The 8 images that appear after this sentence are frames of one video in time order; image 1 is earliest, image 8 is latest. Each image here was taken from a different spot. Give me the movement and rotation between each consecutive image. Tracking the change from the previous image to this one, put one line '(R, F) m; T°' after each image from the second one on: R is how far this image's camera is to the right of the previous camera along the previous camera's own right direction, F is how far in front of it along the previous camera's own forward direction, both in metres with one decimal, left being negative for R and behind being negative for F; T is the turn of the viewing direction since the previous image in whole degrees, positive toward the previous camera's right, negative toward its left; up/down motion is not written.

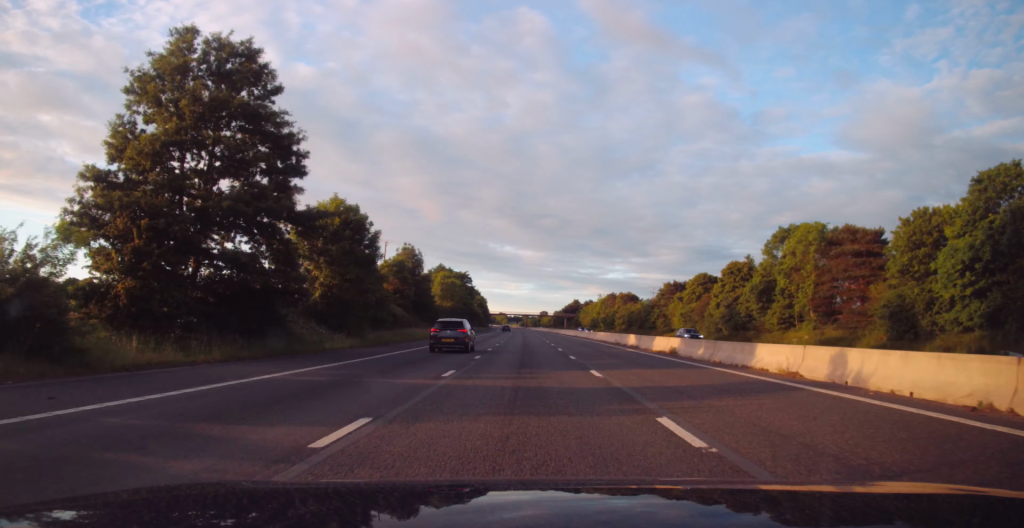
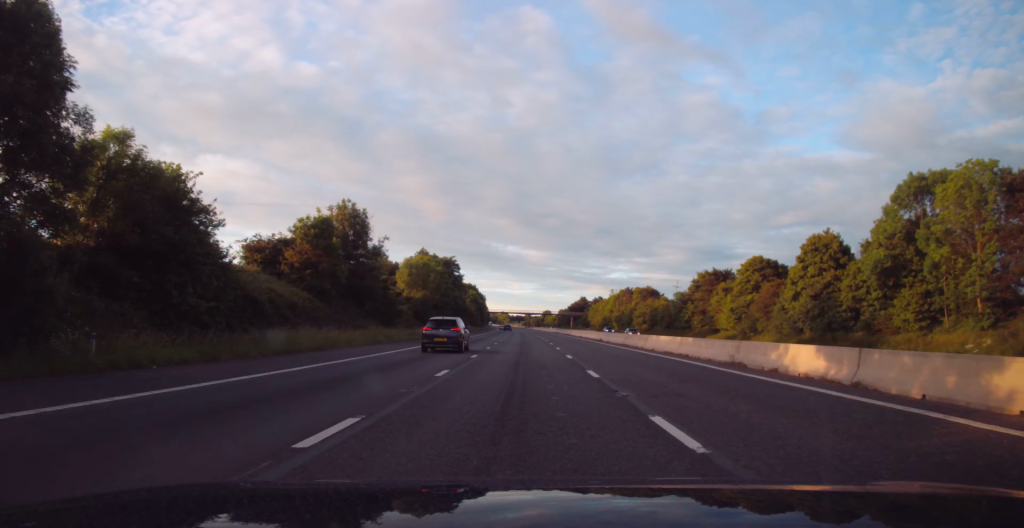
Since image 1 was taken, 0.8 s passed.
(-0.2, +27.1) m; 0°
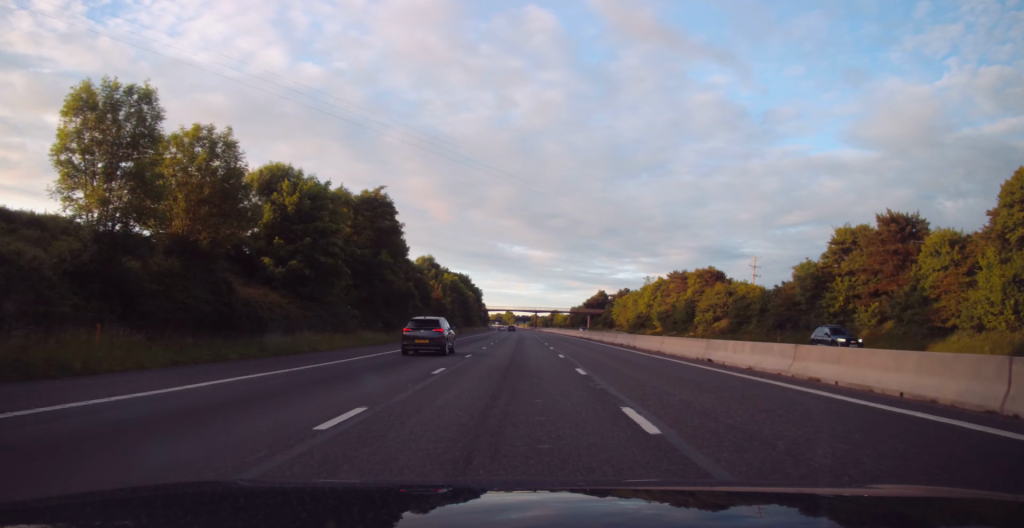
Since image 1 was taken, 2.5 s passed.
(0.0, +52.9) m; 0°
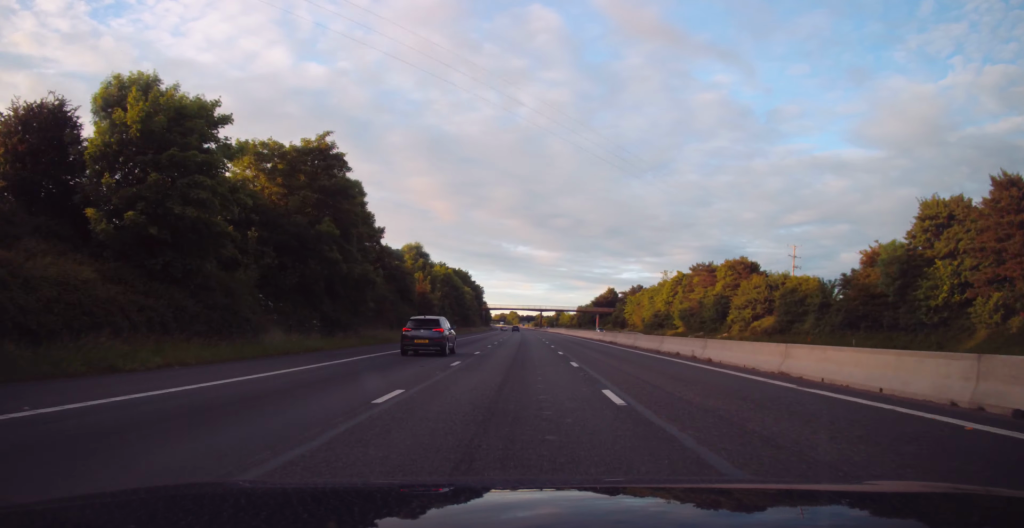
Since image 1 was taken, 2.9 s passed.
(0.0, +15.1) m; 0°
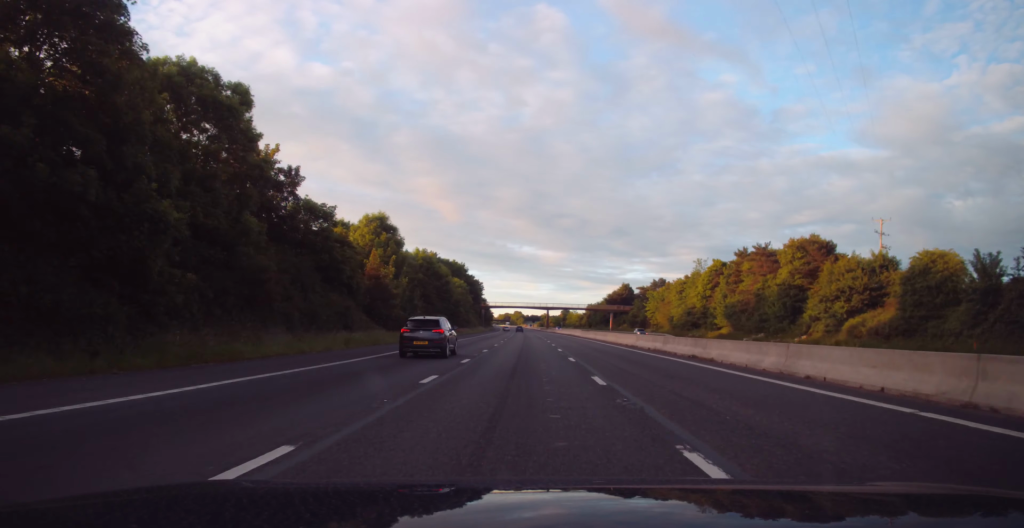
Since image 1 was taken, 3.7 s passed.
(-0.1, +23.8) m; -1°
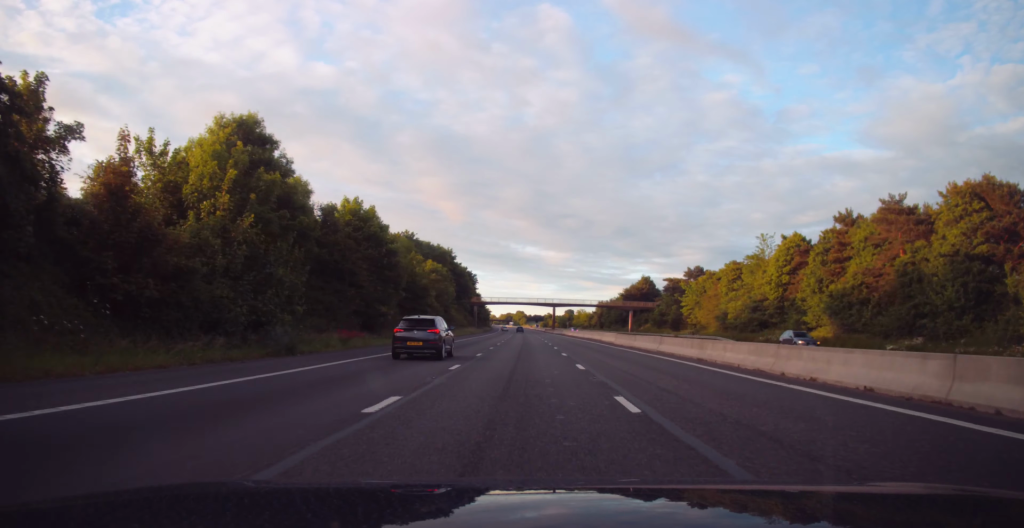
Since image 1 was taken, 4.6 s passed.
(-0.3, +31.4) m; 0°
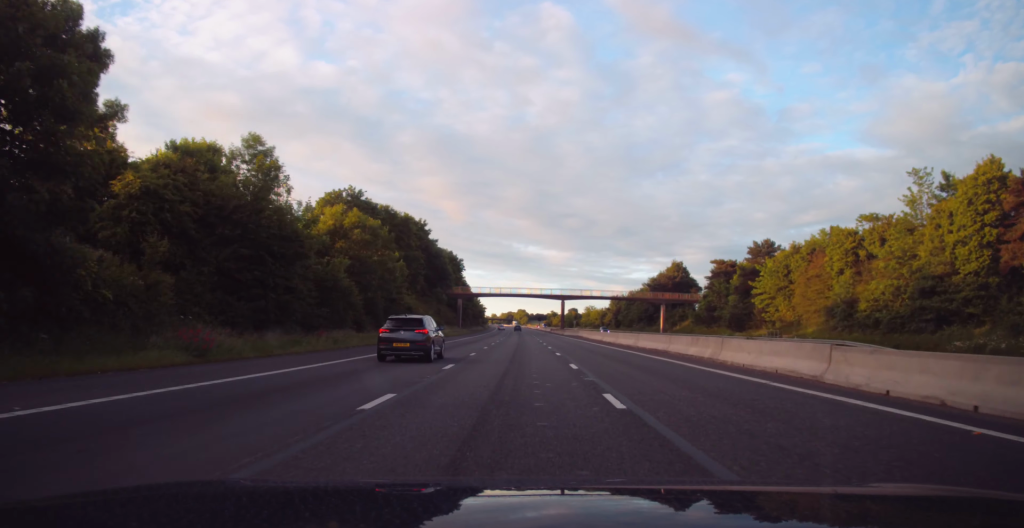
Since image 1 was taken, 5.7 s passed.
(+0.3, +35.7) m; 0°
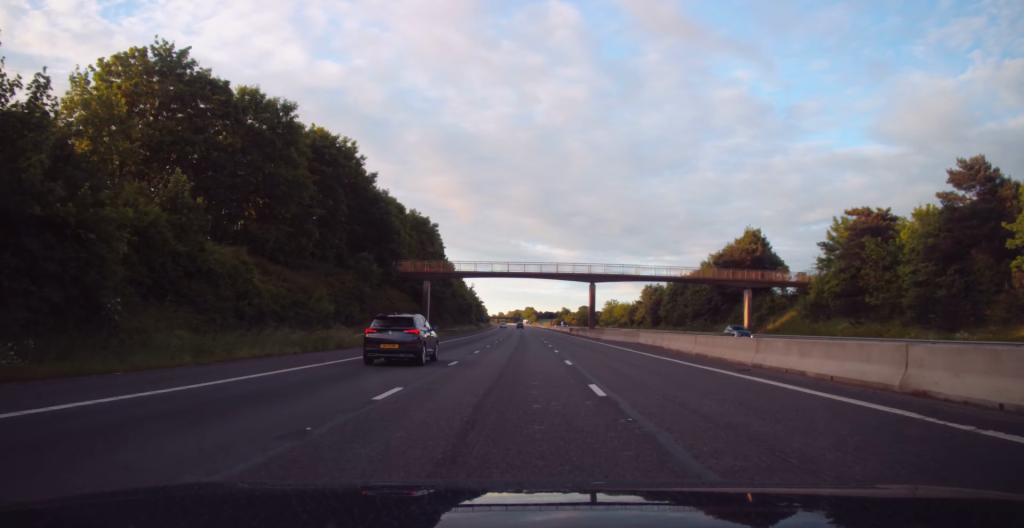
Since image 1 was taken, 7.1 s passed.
(-0.3, +43.2) m; -1°
